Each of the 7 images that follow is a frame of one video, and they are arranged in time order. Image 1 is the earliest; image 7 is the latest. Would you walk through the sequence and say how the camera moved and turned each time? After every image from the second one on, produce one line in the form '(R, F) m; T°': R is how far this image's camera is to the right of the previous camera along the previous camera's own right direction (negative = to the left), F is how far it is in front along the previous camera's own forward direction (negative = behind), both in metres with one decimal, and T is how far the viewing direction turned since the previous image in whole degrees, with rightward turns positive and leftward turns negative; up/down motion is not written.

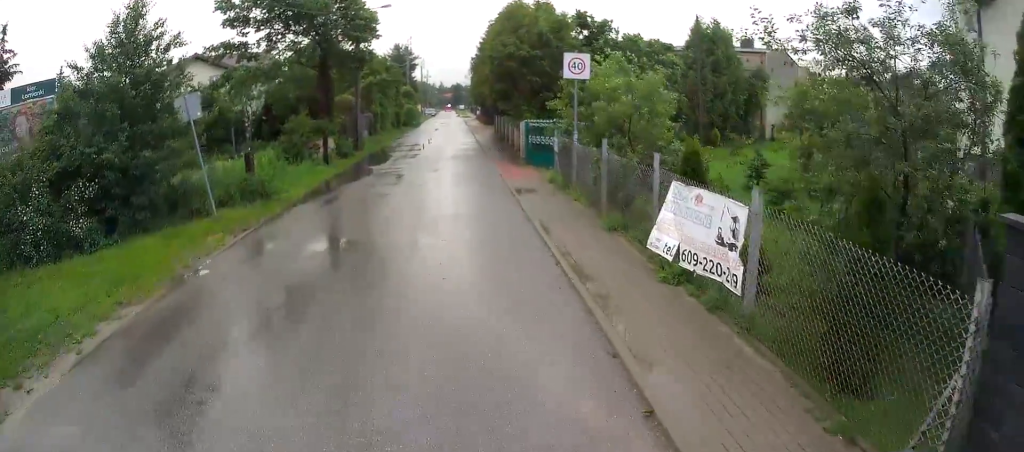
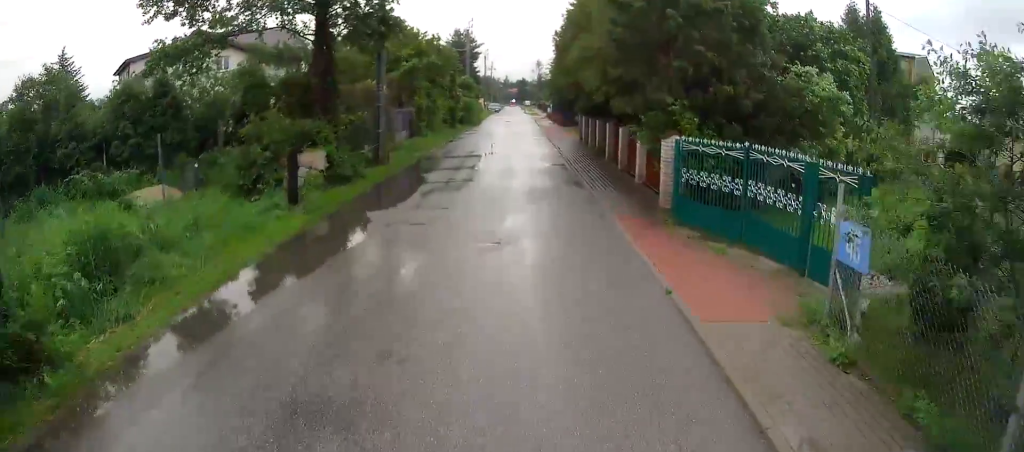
(+0.8, +11.5) m; +5°
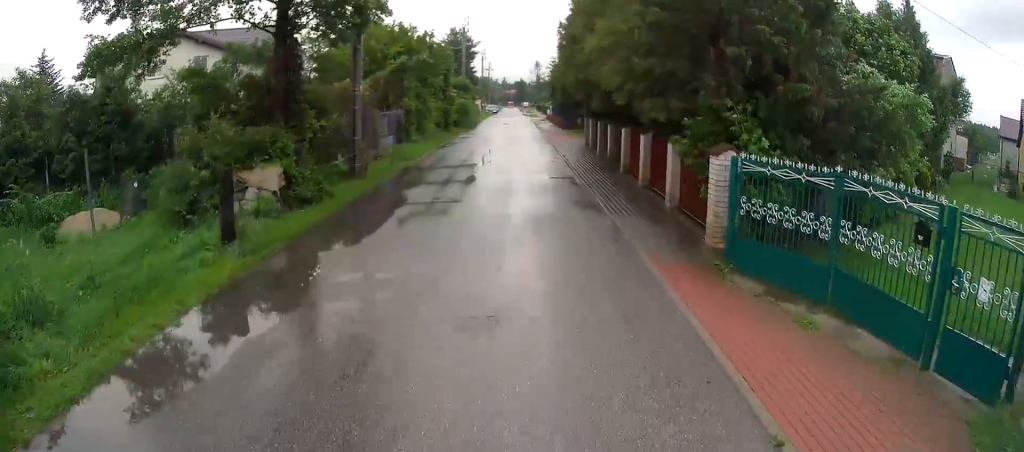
(0.0, +3.0) m; -1°
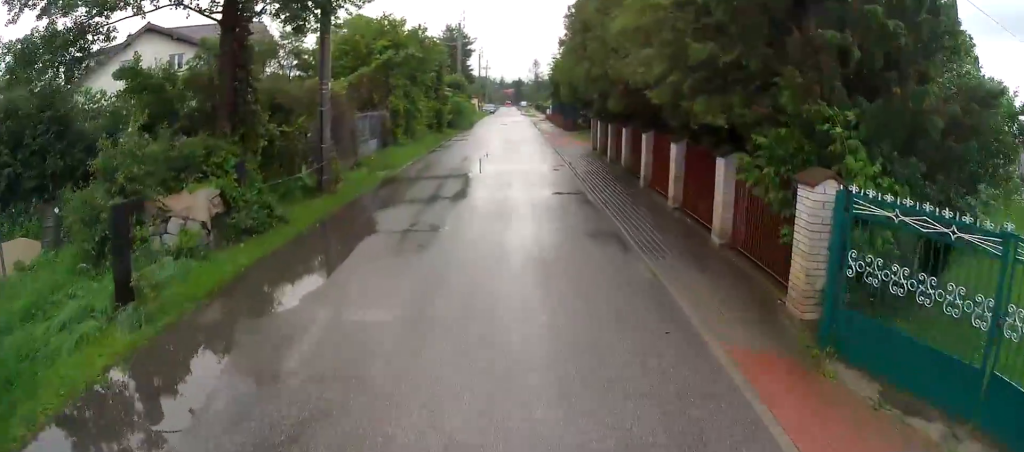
(0.0, +2.8) m; 0°
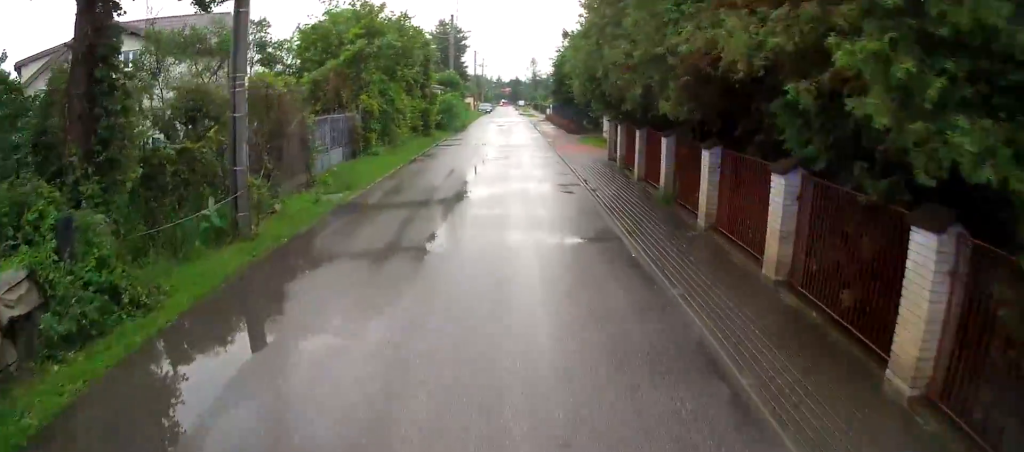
(-0.1, +4.3) m; 0°
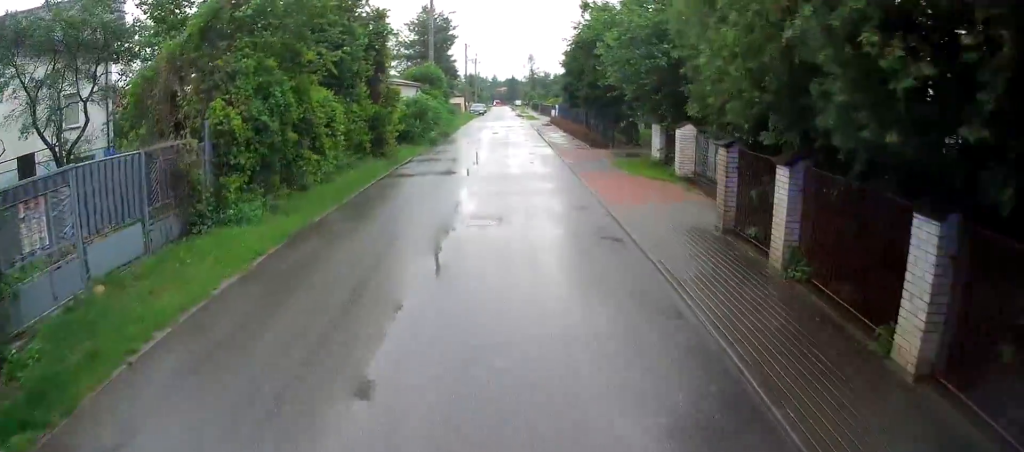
(+0.2, +11.2) m; +1°
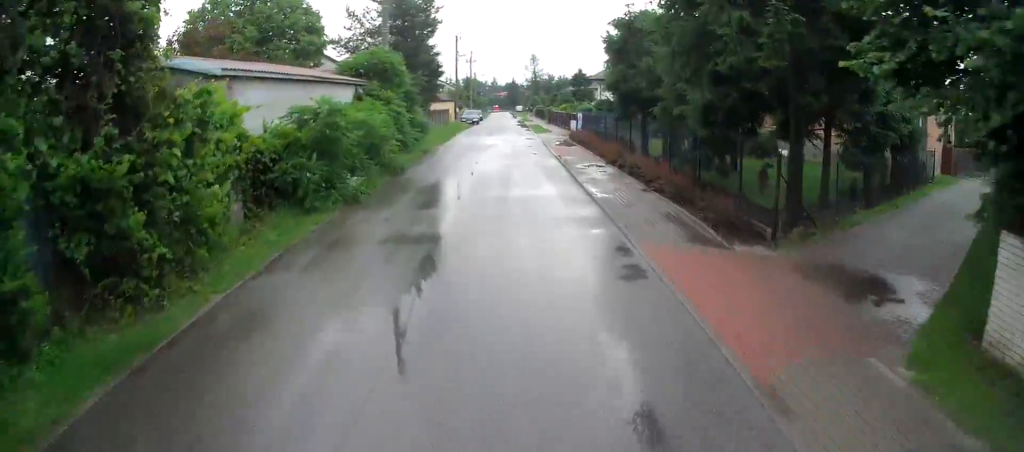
(-0.1, +16.6) m; +1°
